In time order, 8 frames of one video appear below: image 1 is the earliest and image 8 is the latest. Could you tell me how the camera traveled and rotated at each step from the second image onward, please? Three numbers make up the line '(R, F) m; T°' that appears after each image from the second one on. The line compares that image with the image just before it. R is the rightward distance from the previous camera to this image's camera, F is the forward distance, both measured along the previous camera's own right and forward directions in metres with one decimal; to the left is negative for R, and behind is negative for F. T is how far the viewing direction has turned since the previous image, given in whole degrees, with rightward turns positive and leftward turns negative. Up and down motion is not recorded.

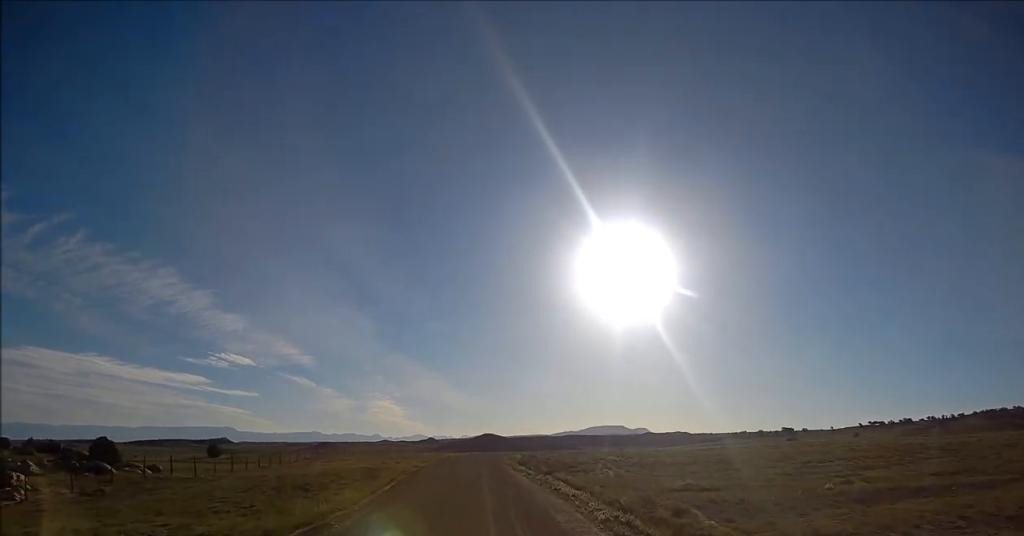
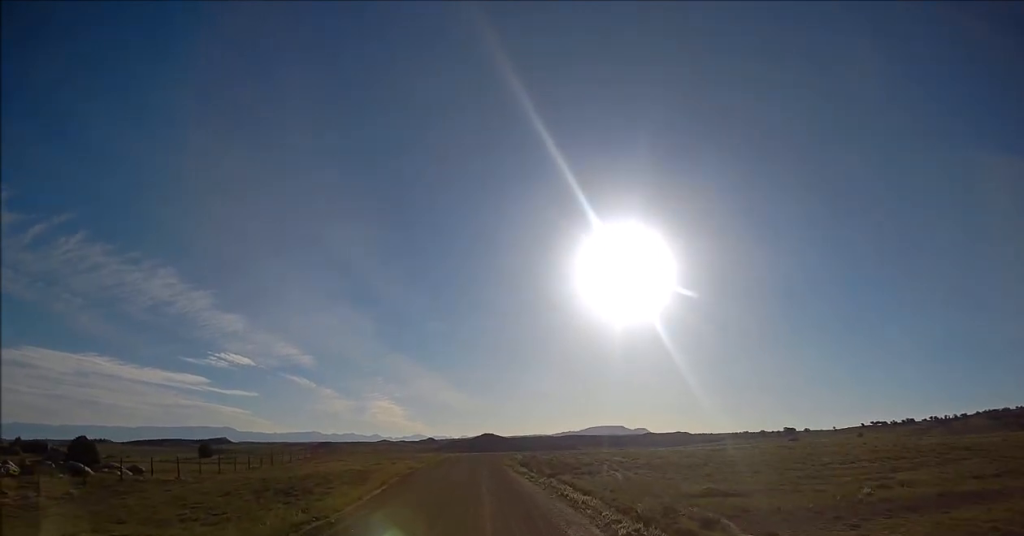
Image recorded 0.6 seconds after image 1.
(0.0, +3.4) m; 0°
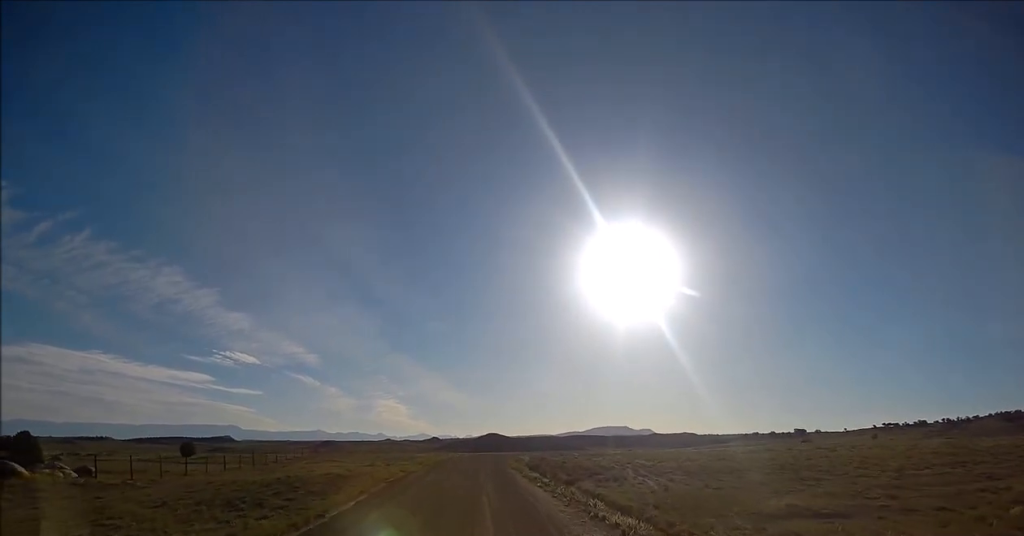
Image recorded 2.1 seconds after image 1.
(-0.1, +8.4) m; -1°
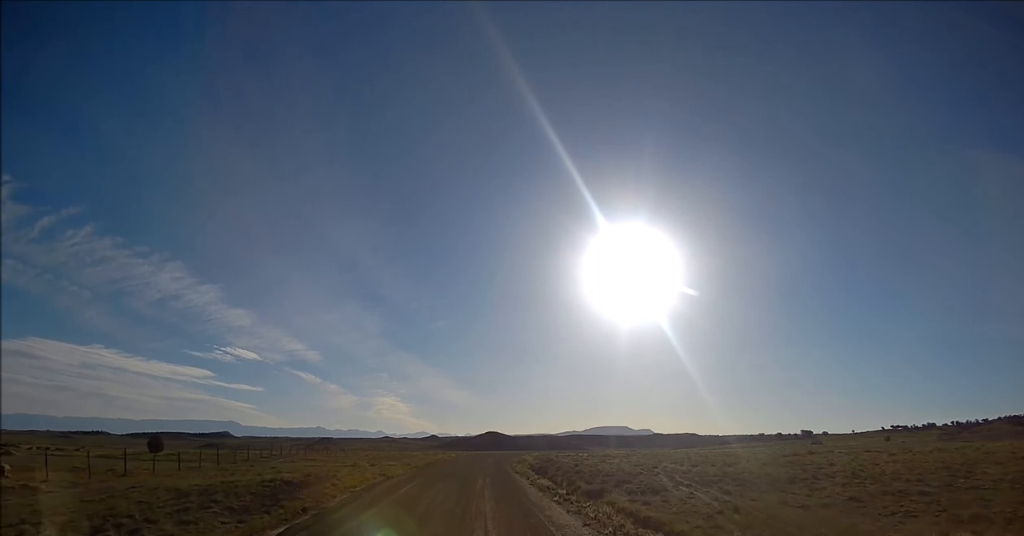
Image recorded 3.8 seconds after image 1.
(-0.1, +9.8) m; -1°
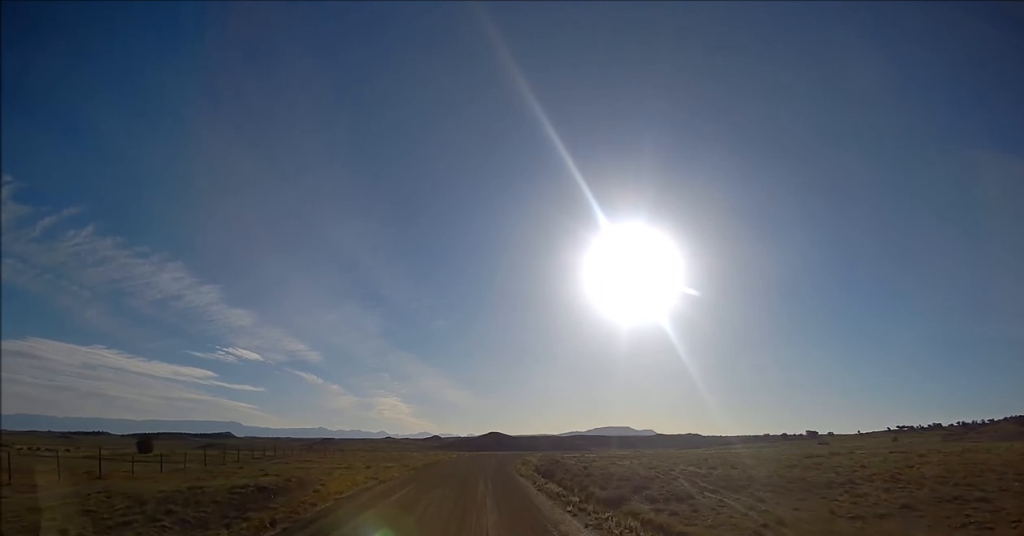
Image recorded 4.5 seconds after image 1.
(0.0, +3.7) m; 0°
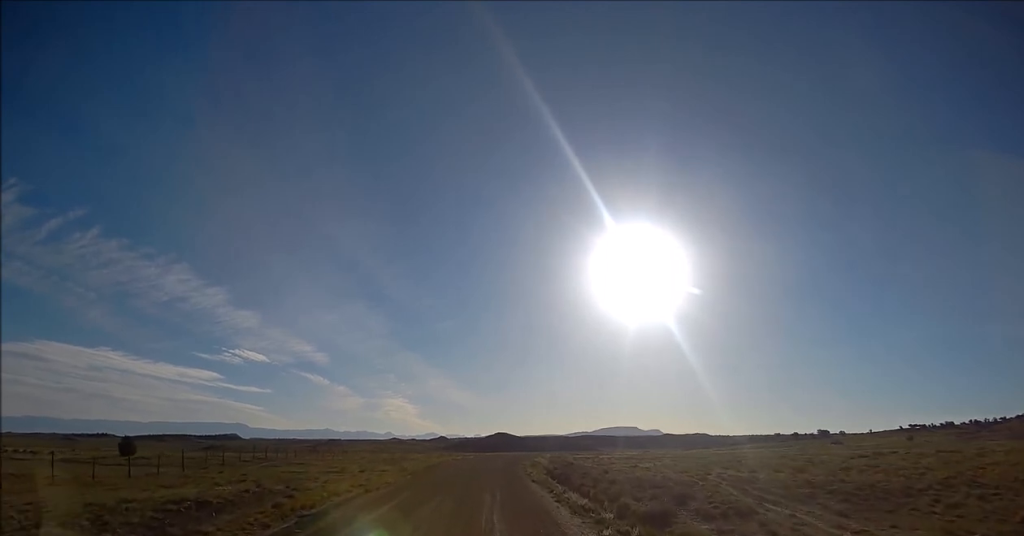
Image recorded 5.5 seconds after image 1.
(0.0, +6.5) m; 0°
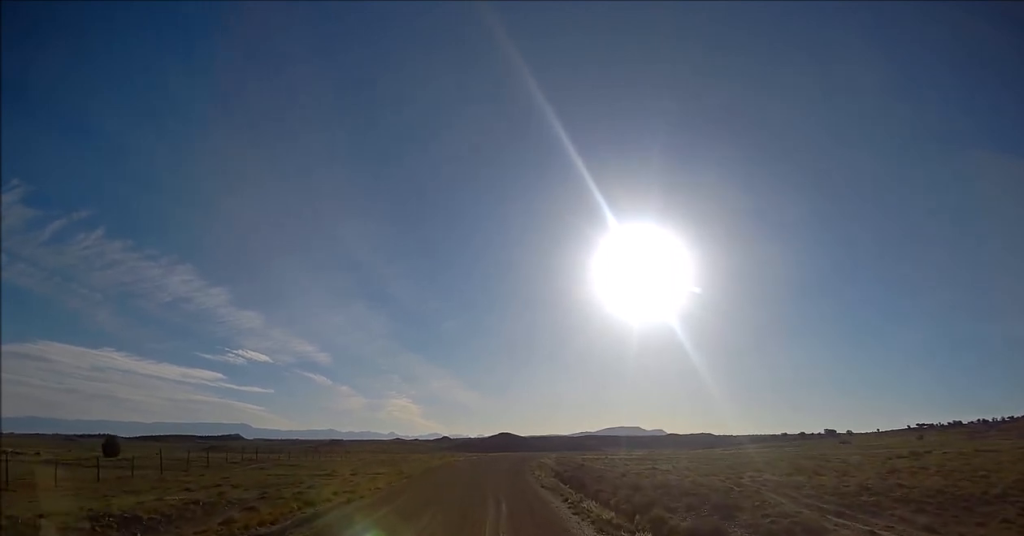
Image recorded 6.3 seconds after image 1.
(0.0, +4.6) m; 0°
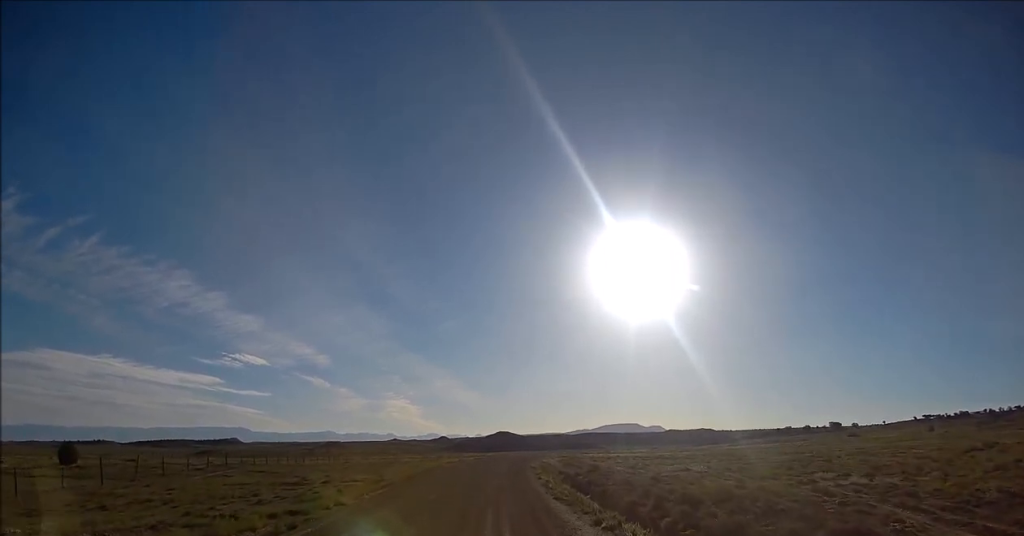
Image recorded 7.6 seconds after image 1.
(0.0, +8.2) m; -1°
